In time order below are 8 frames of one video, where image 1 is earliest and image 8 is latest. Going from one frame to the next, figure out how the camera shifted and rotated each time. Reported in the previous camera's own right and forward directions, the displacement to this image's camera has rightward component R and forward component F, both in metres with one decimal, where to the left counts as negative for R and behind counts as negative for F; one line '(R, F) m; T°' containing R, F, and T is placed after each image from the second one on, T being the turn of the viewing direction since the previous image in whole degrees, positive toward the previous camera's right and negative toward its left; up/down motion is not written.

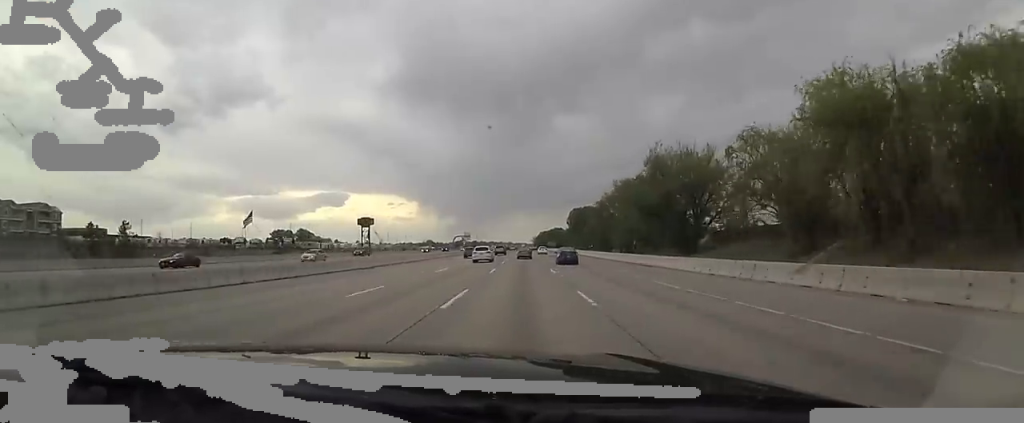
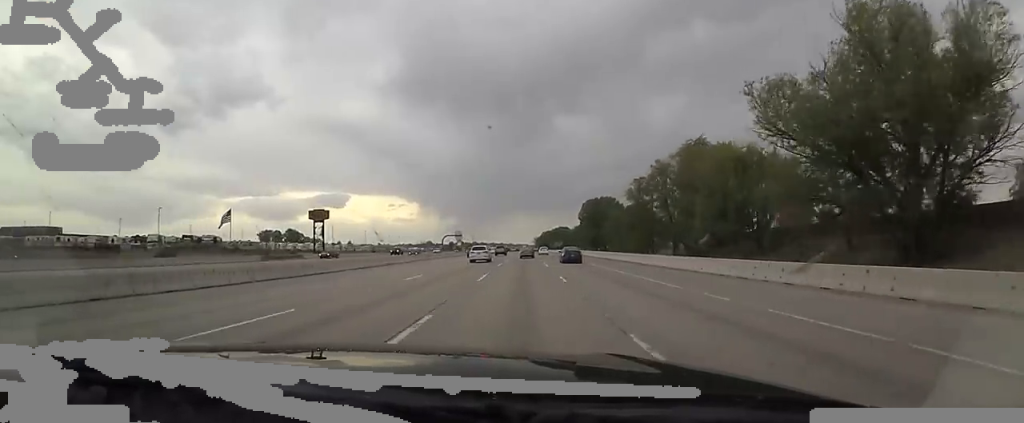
(0.0, +37.6) m; 0°
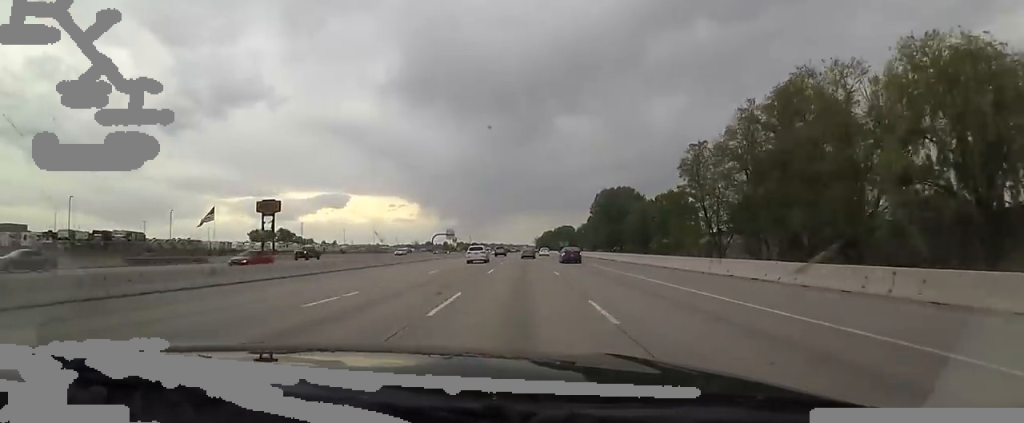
(0.0, +25.5) m; 0°
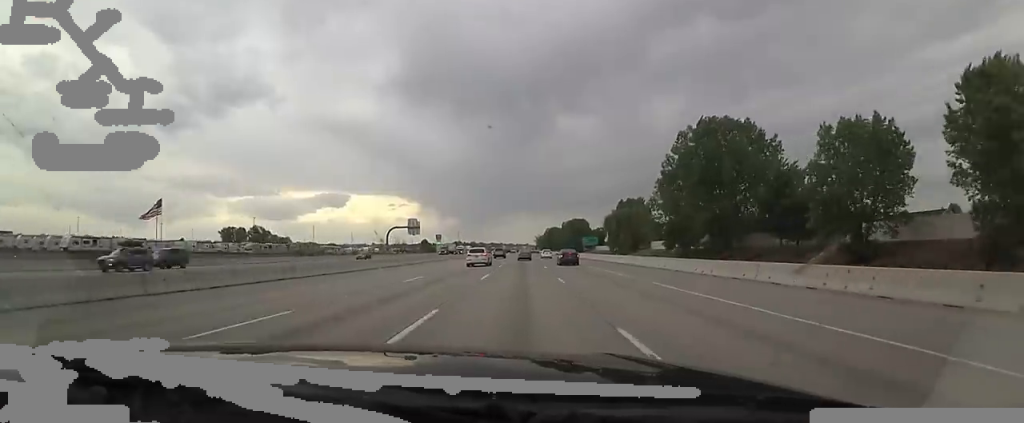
(0.0, +65.3) m; 0°
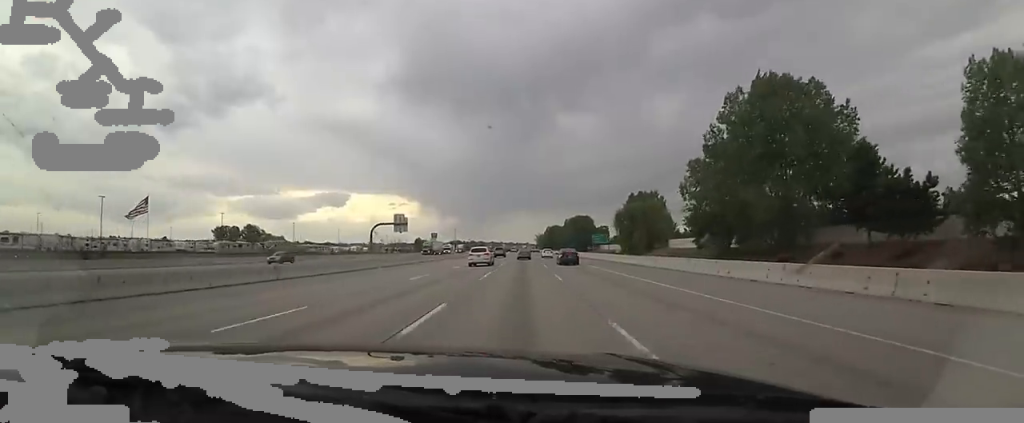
(0.0, +14.3) m; 0°
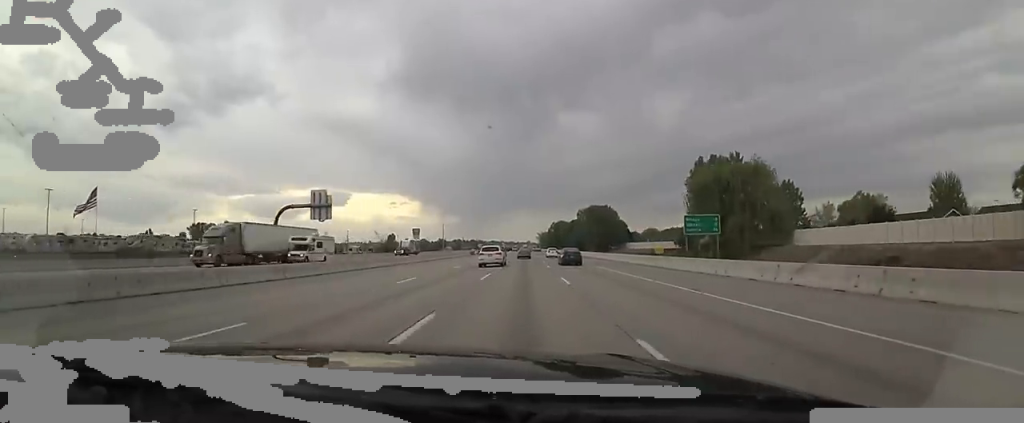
(0.0, +47.9) m; 0°
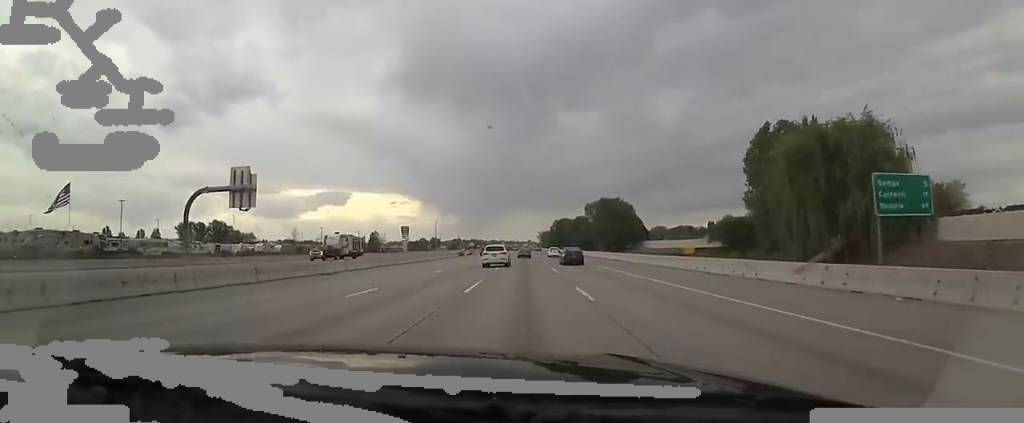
(0.0, +21.4) m; 0°
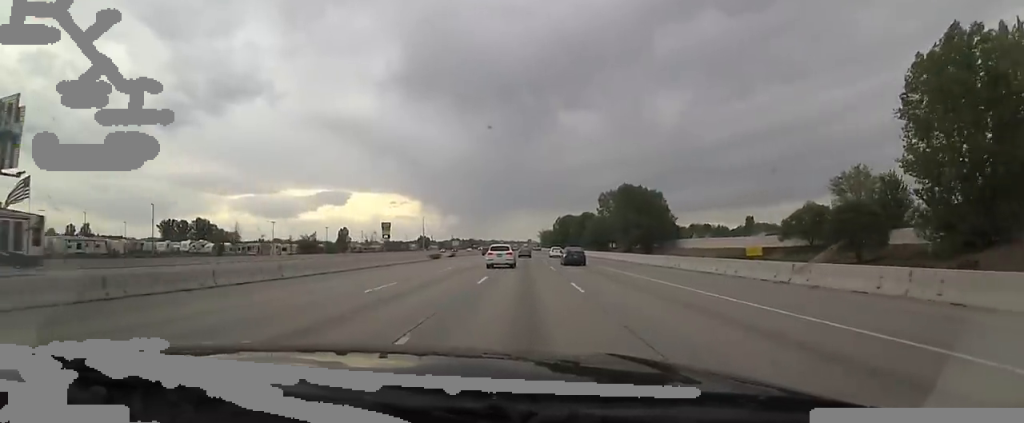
(0.0, +28.5) m; 0°
